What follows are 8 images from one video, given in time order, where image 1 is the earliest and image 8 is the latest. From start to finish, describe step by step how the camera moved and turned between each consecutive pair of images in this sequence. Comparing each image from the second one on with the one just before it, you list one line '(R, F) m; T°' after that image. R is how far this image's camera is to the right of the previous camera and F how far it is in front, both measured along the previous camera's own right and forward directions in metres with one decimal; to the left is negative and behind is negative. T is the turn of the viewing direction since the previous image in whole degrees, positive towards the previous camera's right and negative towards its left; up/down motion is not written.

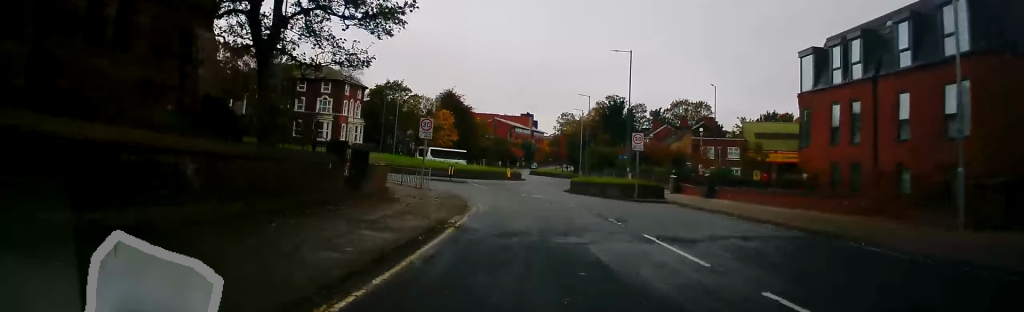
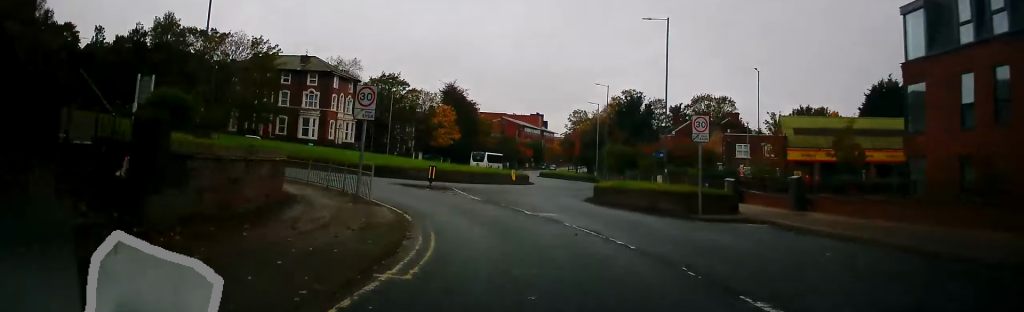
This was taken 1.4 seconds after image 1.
(-0.1, +10.1) m; -5°
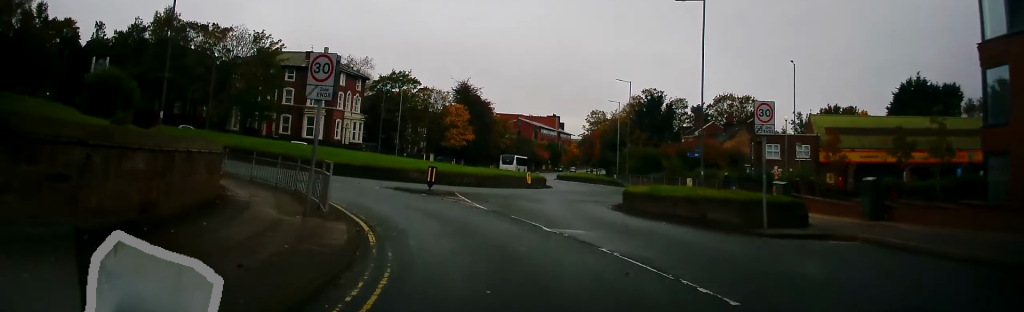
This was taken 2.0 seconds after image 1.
(-0.4, +4.4) m; -1°
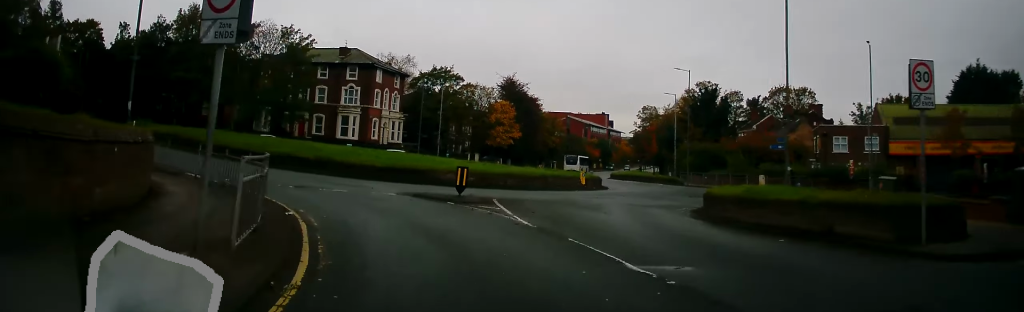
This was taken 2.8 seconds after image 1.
(+0.1, +5.2) m; -1°
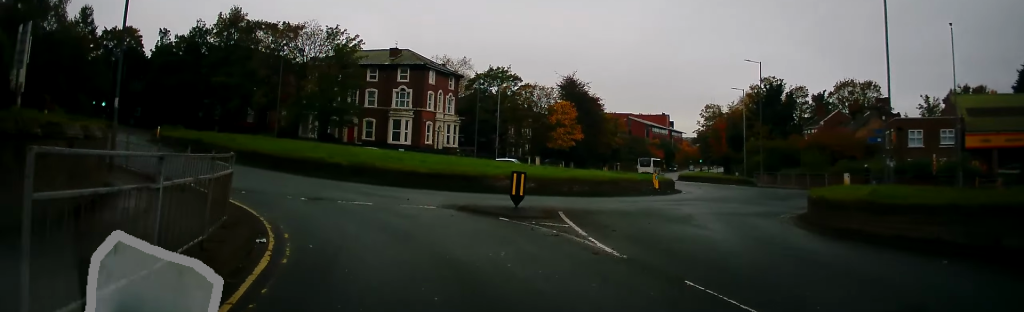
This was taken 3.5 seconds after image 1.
(+0.1, +3.9) m; -4°
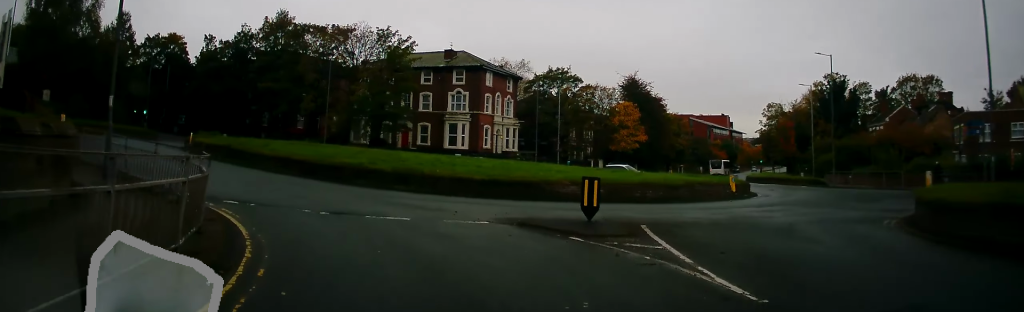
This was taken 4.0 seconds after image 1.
(-0.2, +2.9) m; -9°
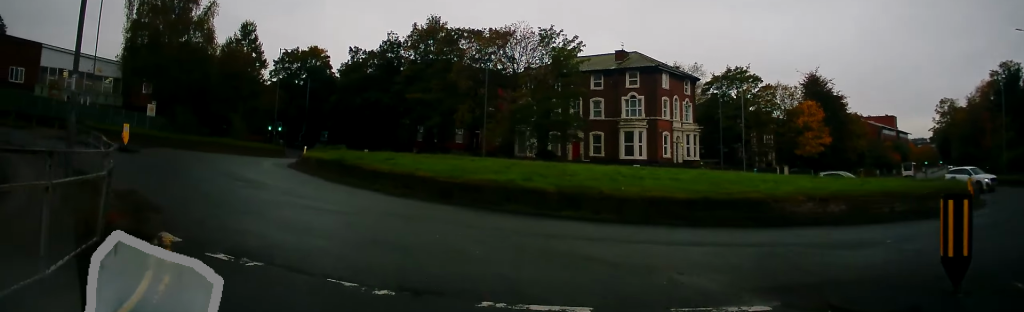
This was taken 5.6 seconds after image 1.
(-1.5, +7.1) m; -19°
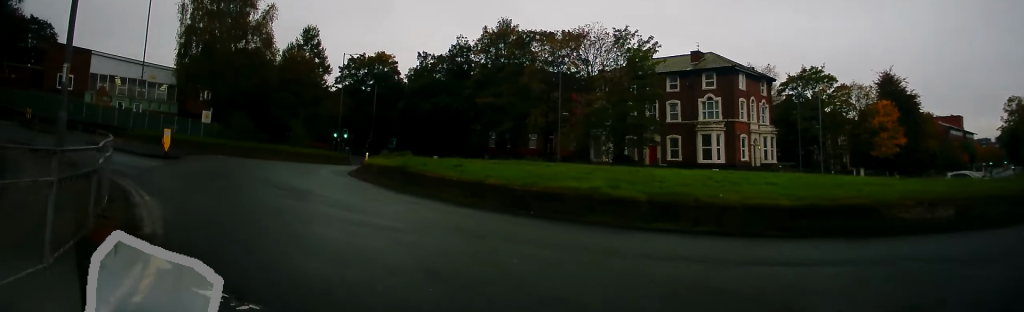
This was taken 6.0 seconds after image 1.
(+0.1, +1.9) m; -5°
